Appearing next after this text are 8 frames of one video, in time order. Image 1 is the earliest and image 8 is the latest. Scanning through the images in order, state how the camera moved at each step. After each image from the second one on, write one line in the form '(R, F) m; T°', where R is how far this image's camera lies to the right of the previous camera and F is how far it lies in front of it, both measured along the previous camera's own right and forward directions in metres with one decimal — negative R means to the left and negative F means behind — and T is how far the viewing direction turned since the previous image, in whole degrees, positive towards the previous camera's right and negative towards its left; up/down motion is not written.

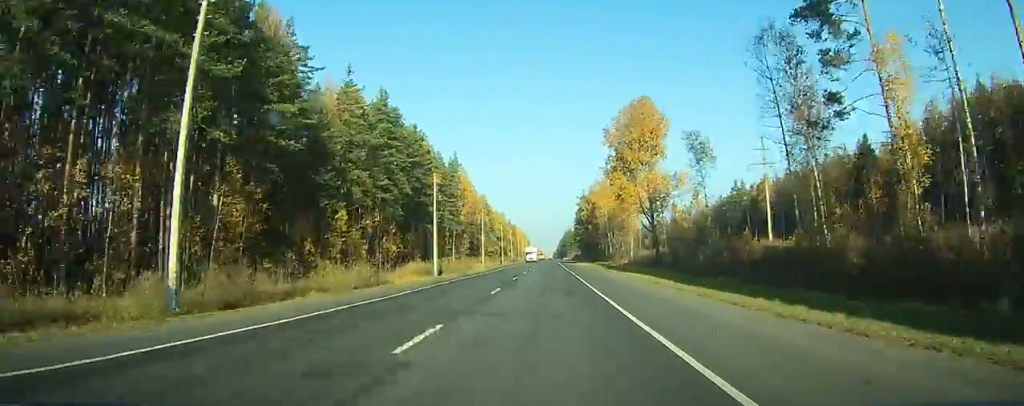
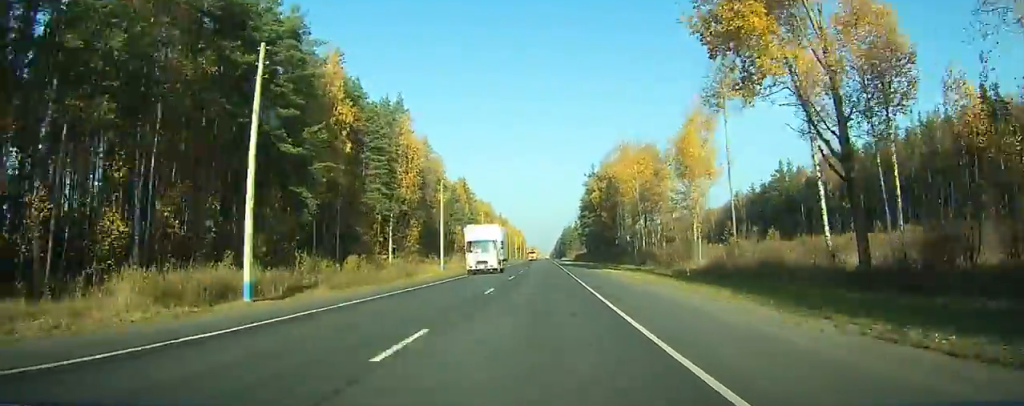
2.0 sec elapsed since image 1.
(+0.1, +49.5) m; 0°
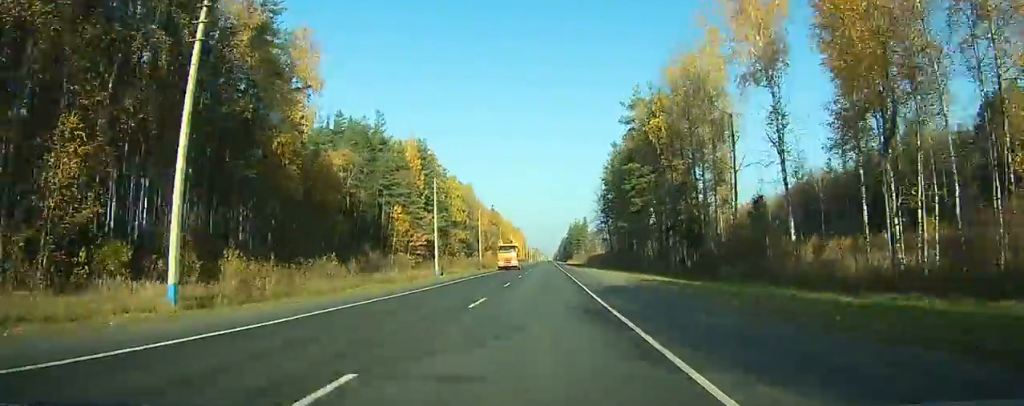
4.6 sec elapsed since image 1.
(-0.1, +63.8) m; 0°
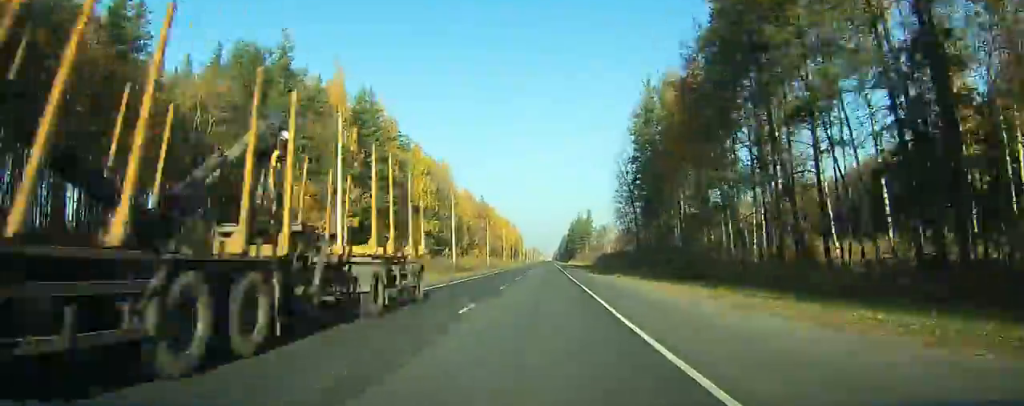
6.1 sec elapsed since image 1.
(-0.1, +37.6) m; 0°
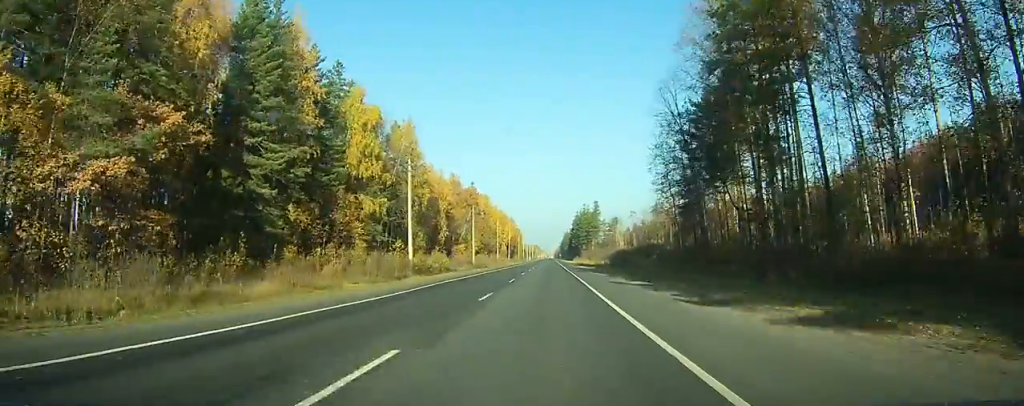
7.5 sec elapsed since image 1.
(0.0, +32.8) m; 0°
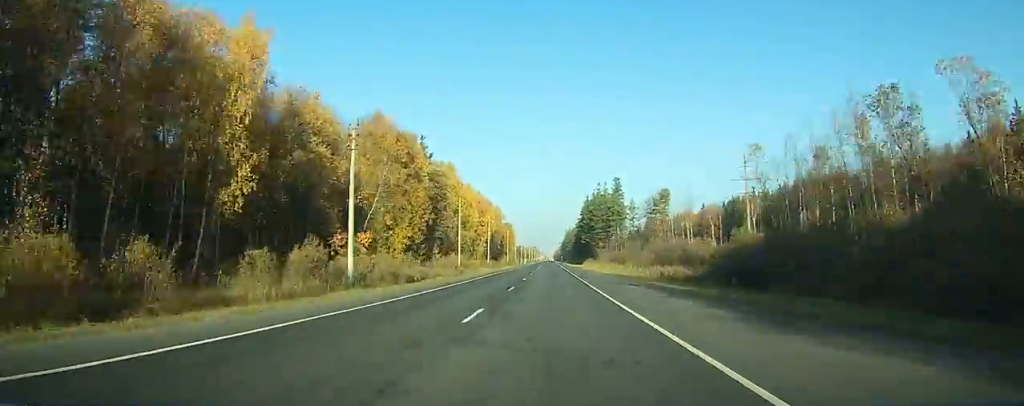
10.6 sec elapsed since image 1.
(-0.1, +77.0) m; 0°
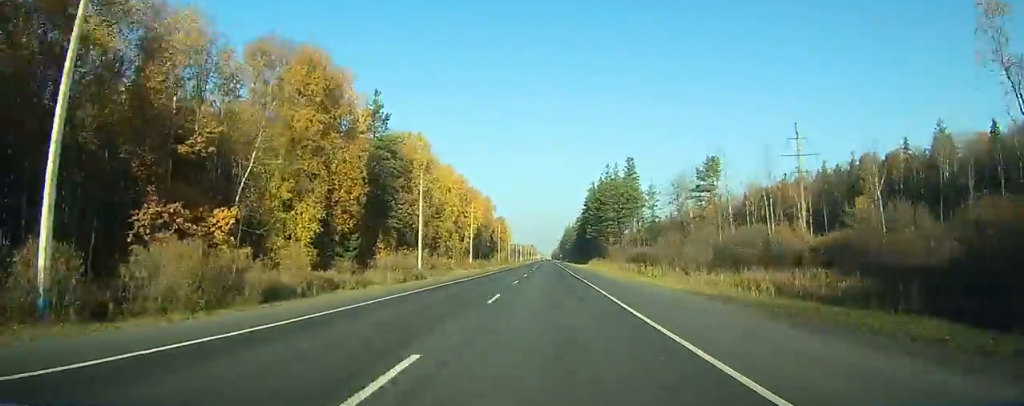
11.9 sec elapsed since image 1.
(0.0, +31.1) m; 0°
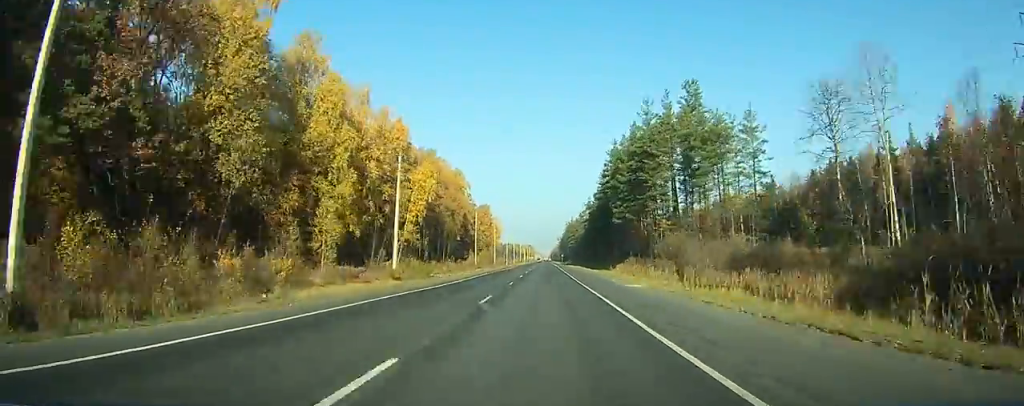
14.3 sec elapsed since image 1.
(+0.5, +60.6) m; 0°
